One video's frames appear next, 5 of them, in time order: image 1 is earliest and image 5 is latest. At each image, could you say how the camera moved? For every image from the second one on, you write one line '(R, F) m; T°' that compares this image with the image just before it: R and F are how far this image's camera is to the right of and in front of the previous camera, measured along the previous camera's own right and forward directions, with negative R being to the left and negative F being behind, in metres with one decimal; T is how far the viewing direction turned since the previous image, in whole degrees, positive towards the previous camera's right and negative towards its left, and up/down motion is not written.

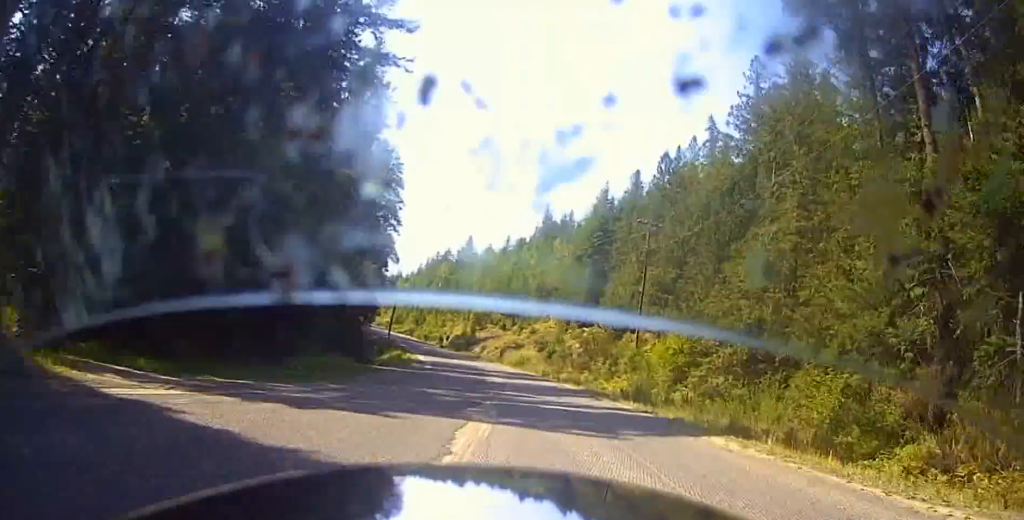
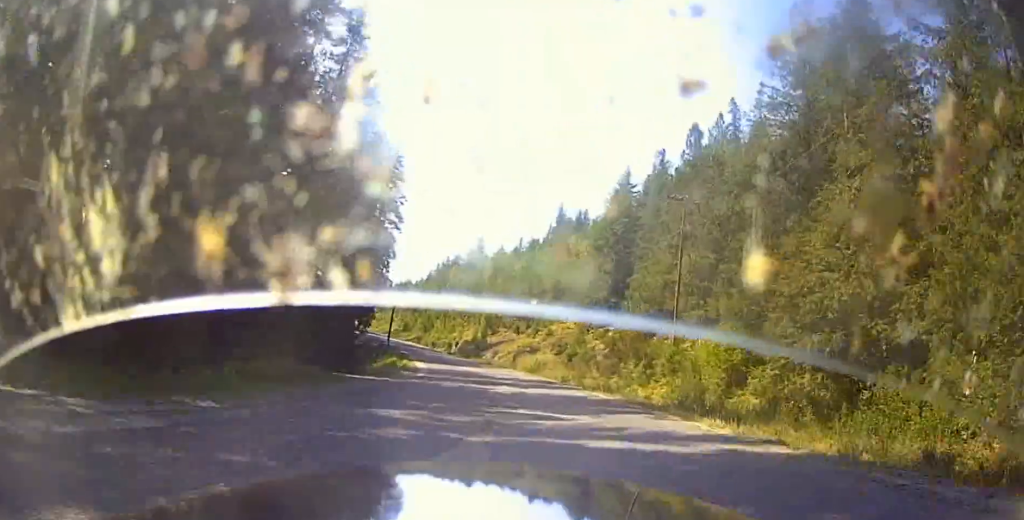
(-0.1, +9.5) m; 0°
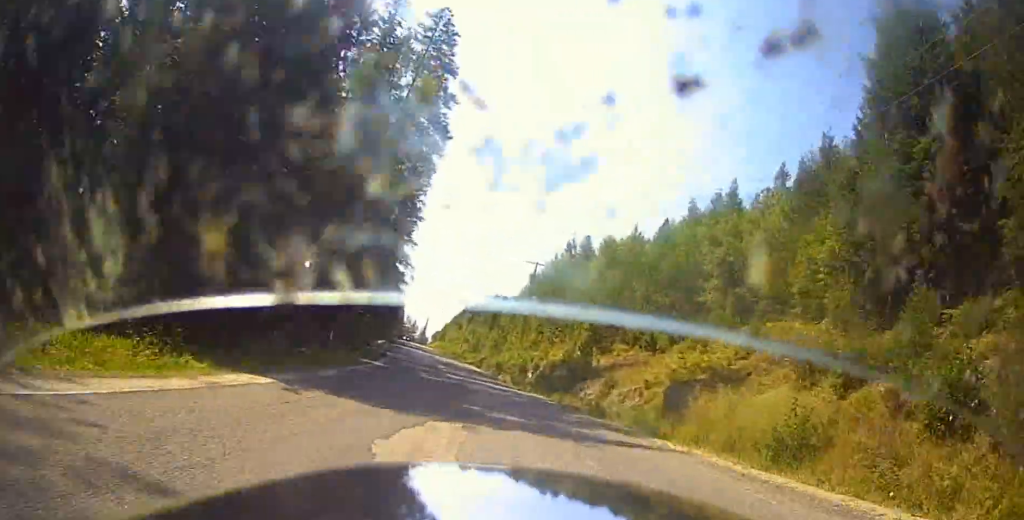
(-3.5, +47.6) m; -10°
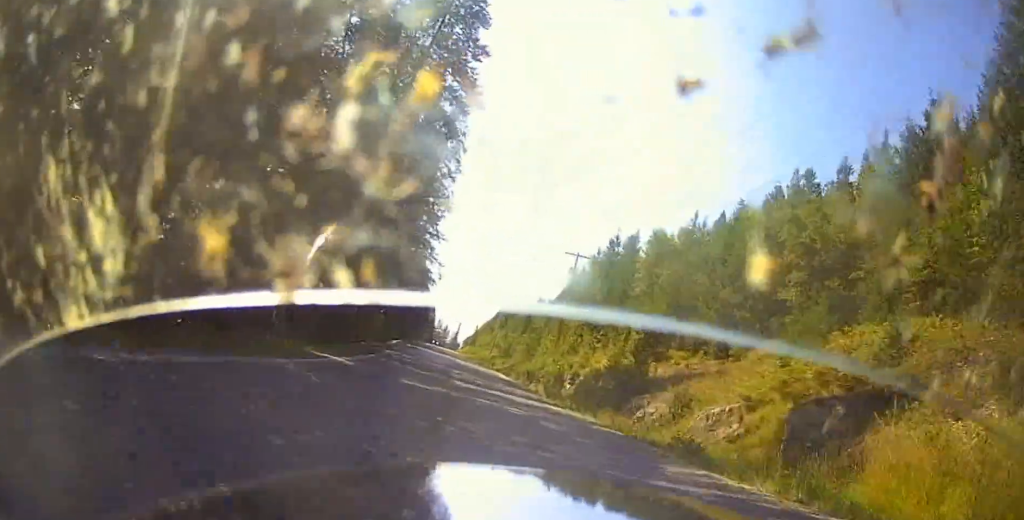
(-0.2, +11.2) m; -3°
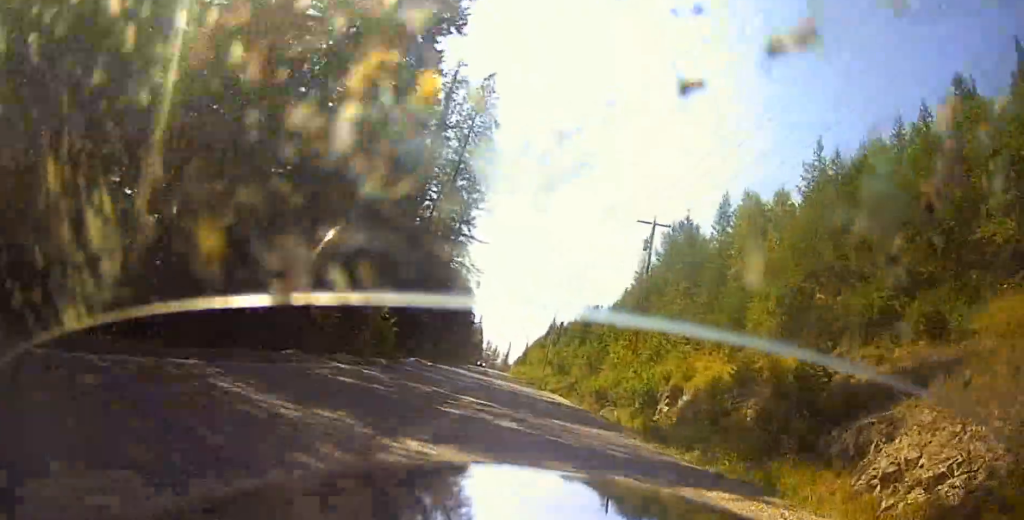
(-0.9, +18.1) m; -3°
